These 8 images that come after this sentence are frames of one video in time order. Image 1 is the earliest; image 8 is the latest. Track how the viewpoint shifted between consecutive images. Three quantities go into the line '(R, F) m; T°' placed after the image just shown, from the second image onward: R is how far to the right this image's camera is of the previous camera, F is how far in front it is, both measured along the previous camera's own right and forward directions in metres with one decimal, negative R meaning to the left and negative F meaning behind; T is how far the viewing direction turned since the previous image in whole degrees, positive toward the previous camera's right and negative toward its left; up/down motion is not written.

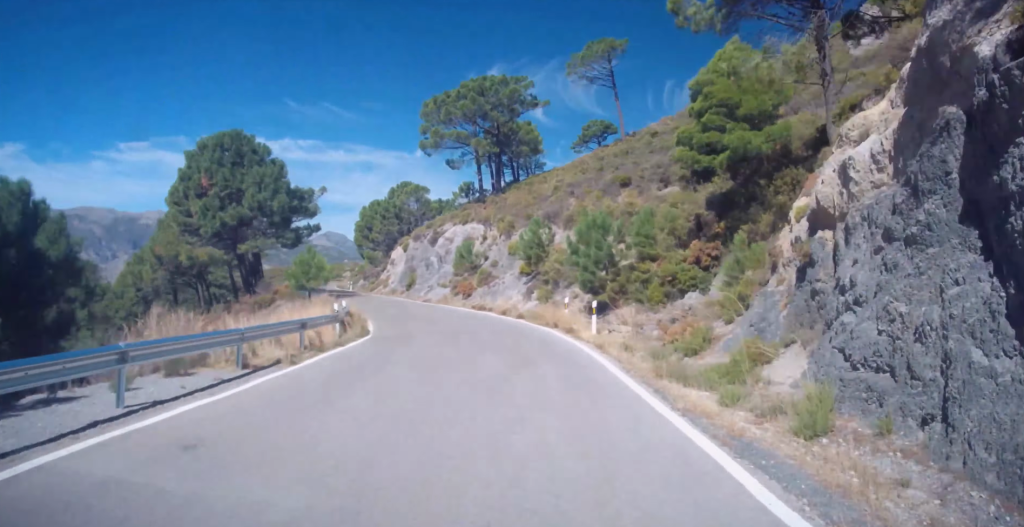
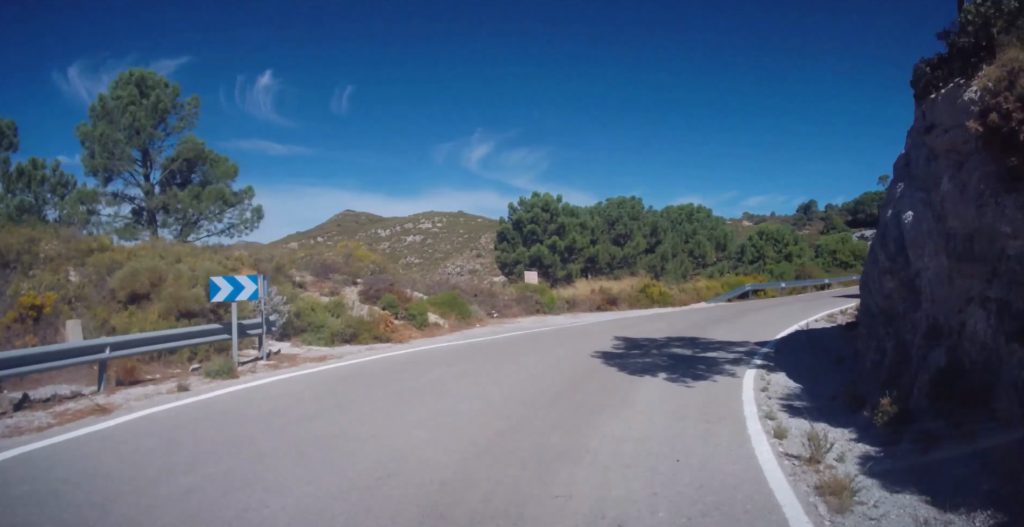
(+29.5, +117.4) m; +59°
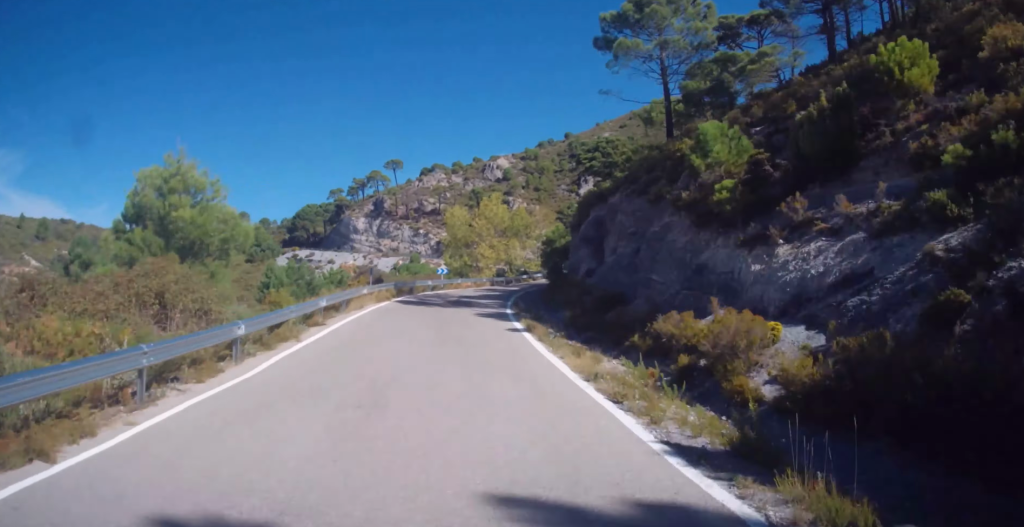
(+24.3, +61.5) m; +20°
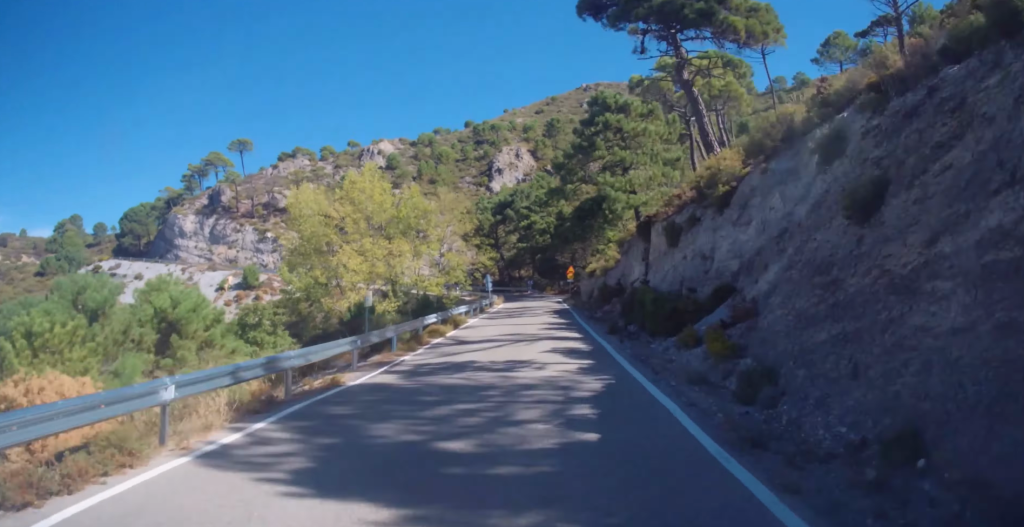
(+5.9, +42.5) m; -3°
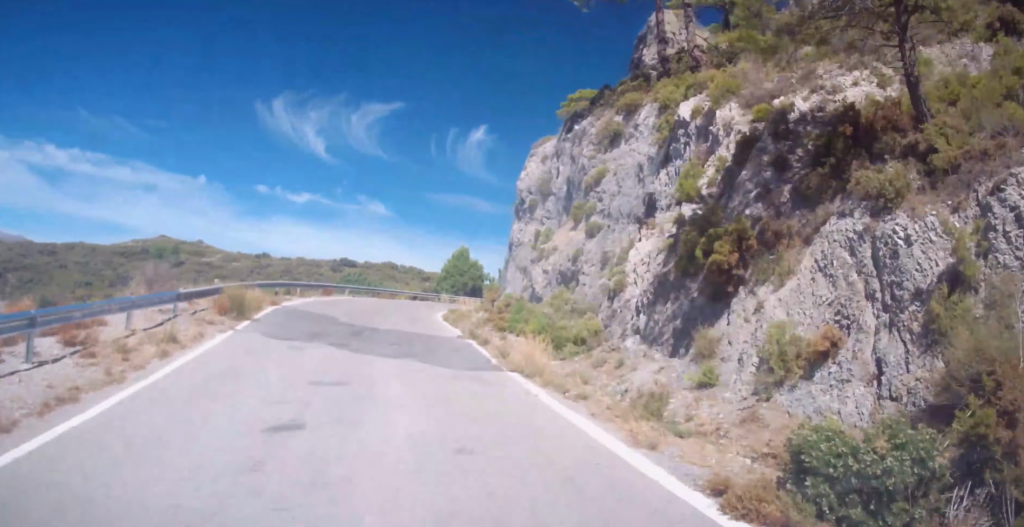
(-25.9, +94.5) m; -29°
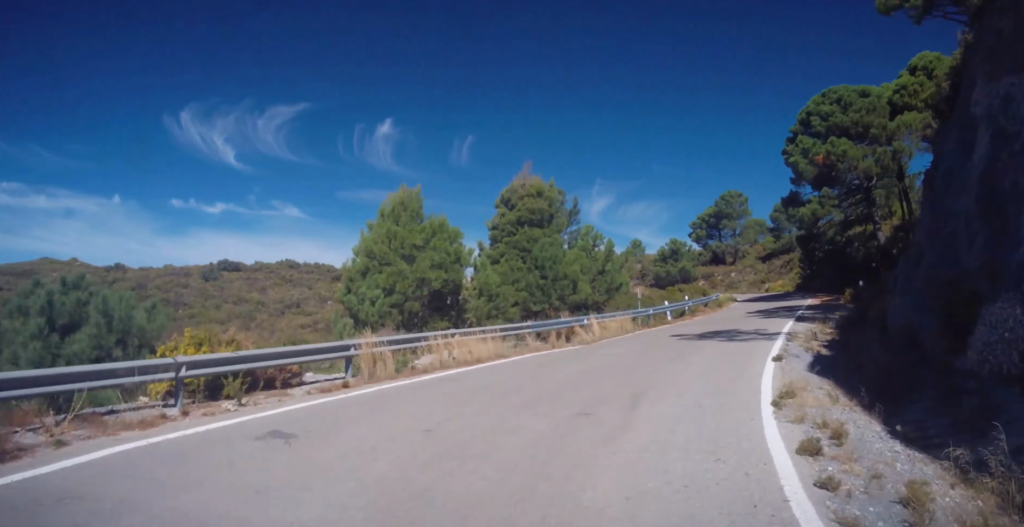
(-3.5, +34.9) m; -12°
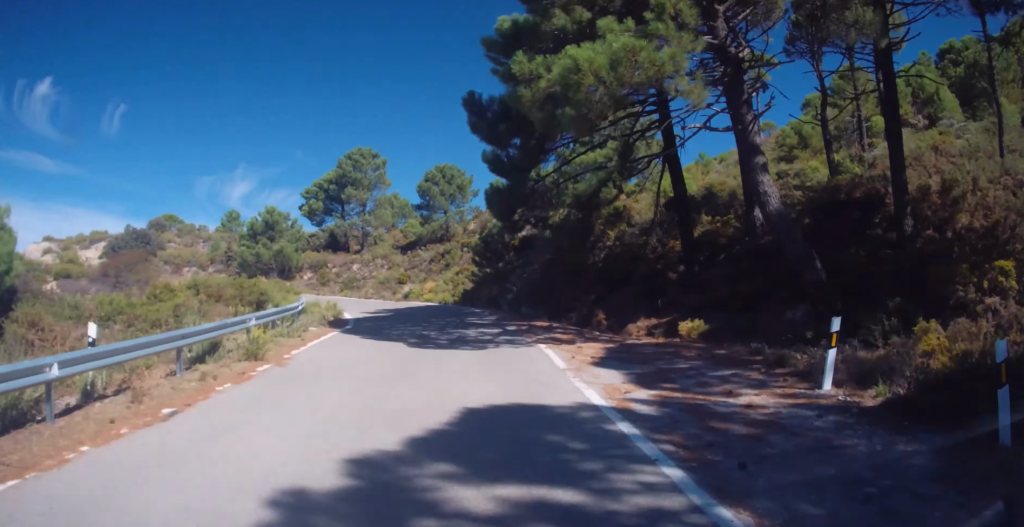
(-5.6, +25.6) m; -8°
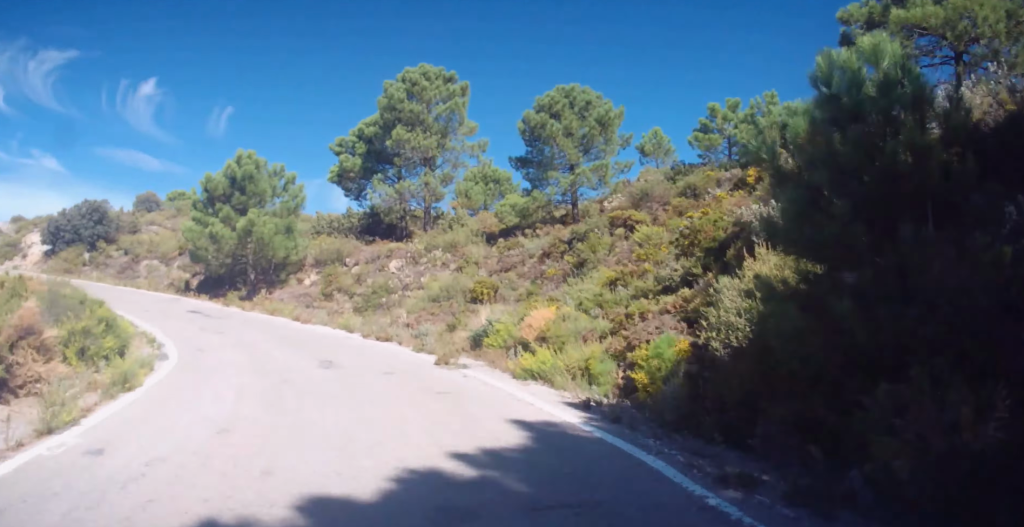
(-1.7, +23.5) m; 0°
